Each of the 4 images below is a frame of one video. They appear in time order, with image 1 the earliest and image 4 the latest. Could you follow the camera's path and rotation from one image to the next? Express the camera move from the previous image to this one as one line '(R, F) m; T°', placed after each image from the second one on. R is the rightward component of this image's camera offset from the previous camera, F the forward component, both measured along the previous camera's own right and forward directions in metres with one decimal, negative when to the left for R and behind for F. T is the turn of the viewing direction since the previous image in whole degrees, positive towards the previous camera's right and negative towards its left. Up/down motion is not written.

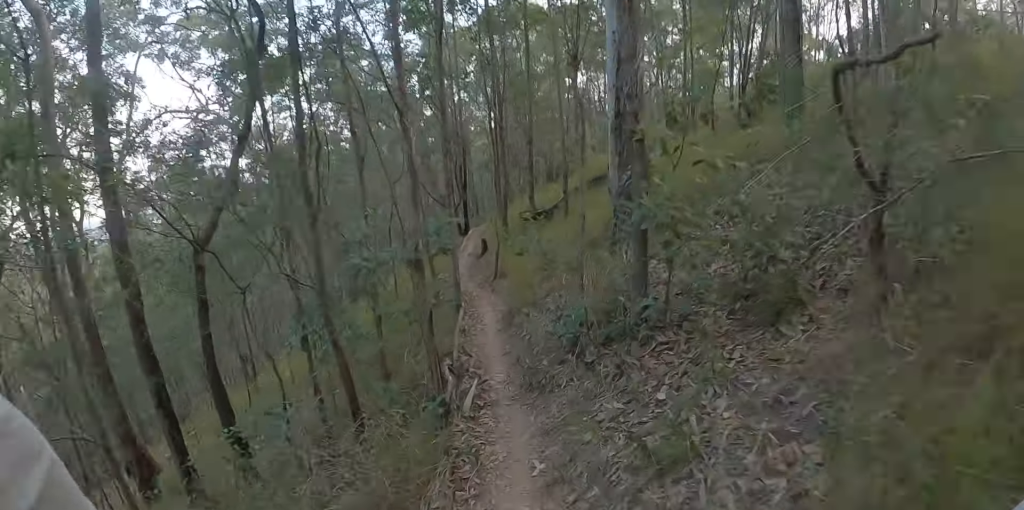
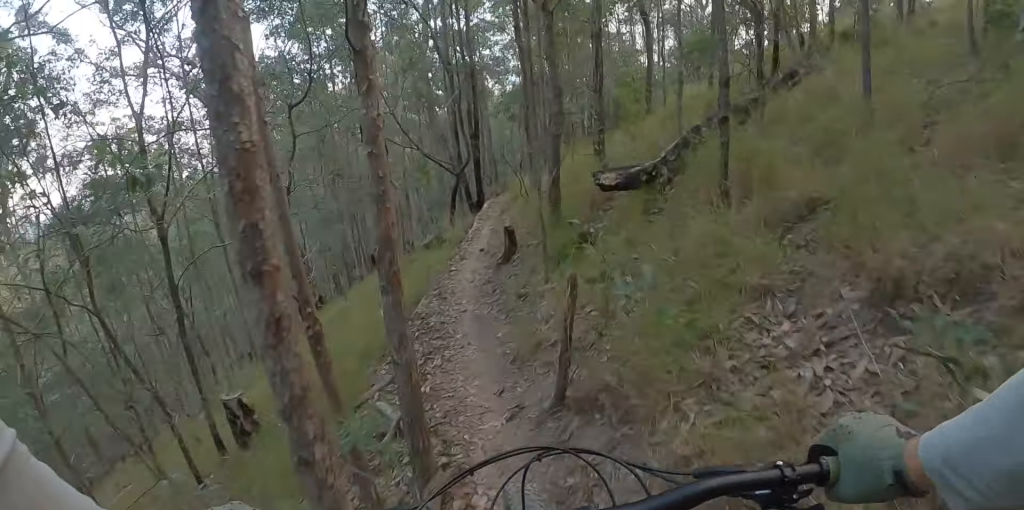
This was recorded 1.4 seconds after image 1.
(+0.9, +5.3) m; -1°
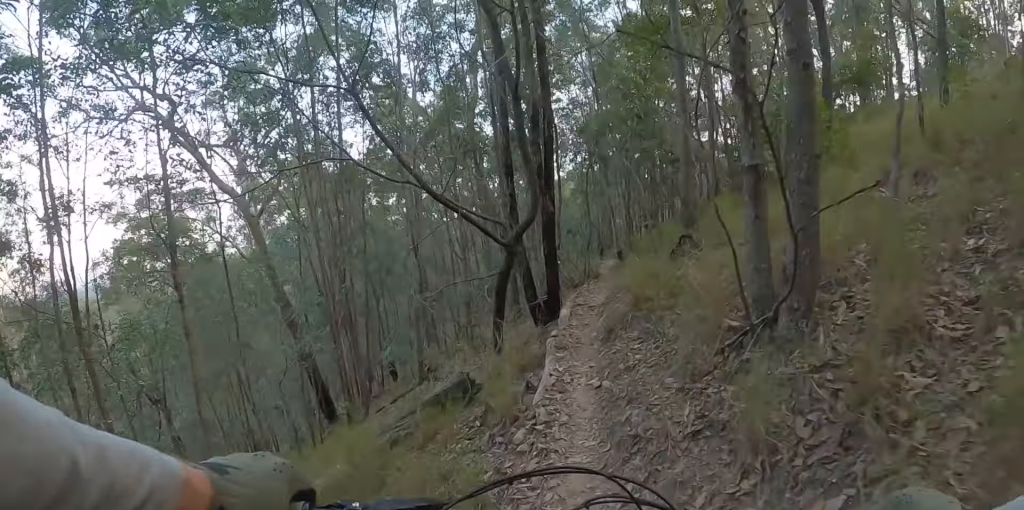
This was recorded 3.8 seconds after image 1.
(-1.1, +10.0) m; +1°
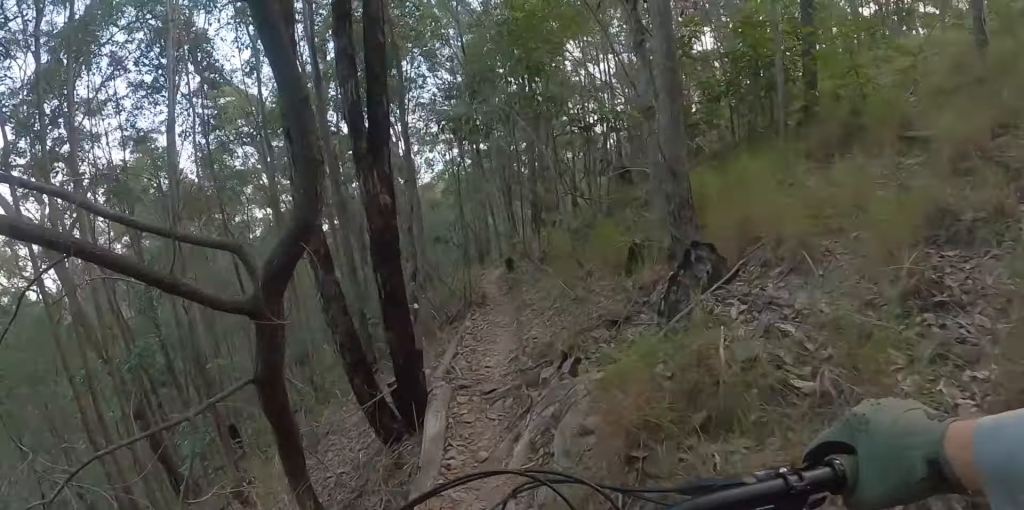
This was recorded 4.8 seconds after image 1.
(+0.9, +3.9) m; +1°
